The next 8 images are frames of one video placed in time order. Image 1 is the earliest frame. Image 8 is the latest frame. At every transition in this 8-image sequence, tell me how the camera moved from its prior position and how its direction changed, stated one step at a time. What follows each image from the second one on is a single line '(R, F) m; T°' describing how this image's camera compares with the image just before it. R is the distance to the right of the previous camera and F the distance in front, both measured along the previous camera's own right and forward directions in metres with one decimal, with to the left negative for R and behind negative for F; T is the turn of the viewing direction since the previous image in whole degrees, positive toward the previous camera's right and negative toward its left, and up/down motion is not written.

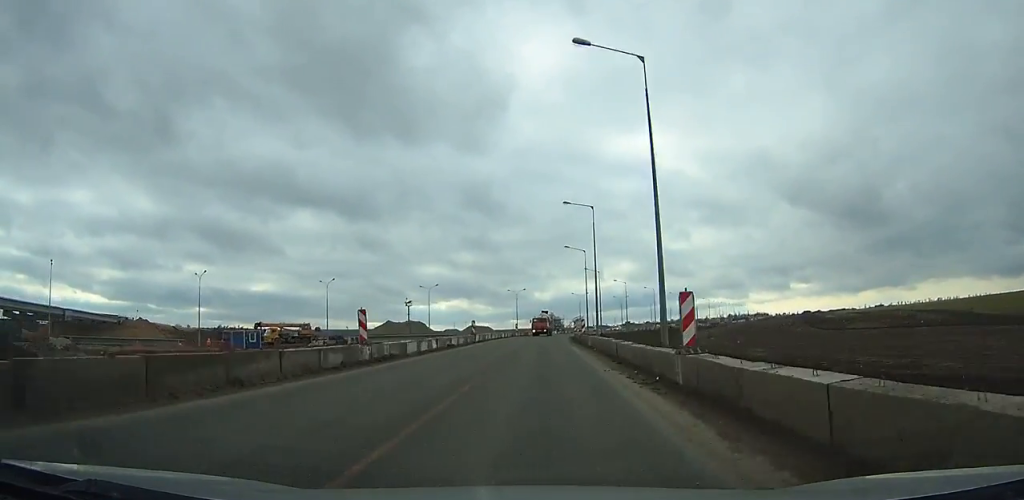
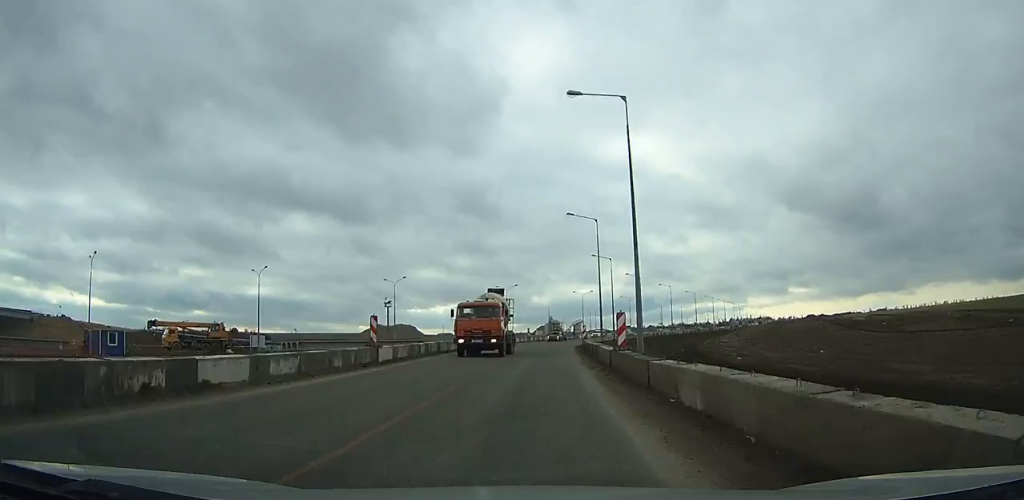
(0.0, +26.3) m; +1°
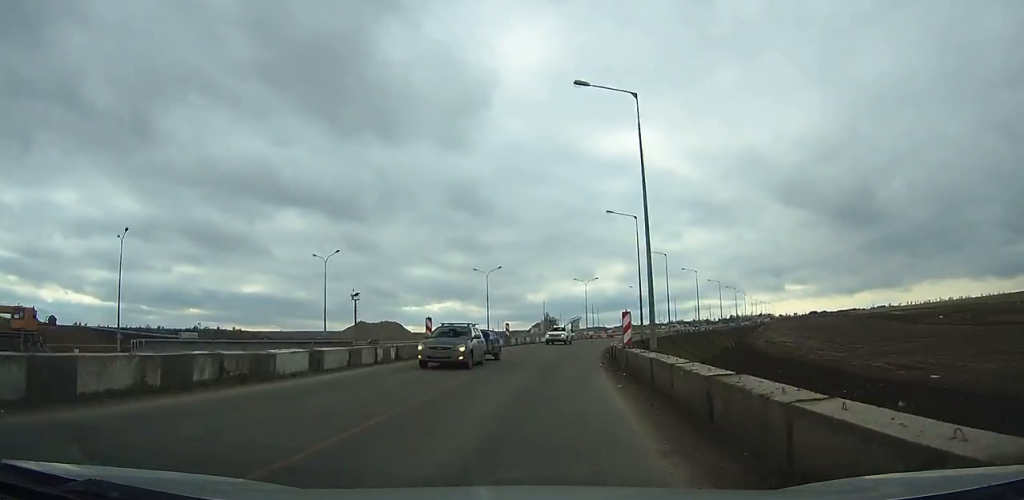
(+0.2, +30.1) m; +2°
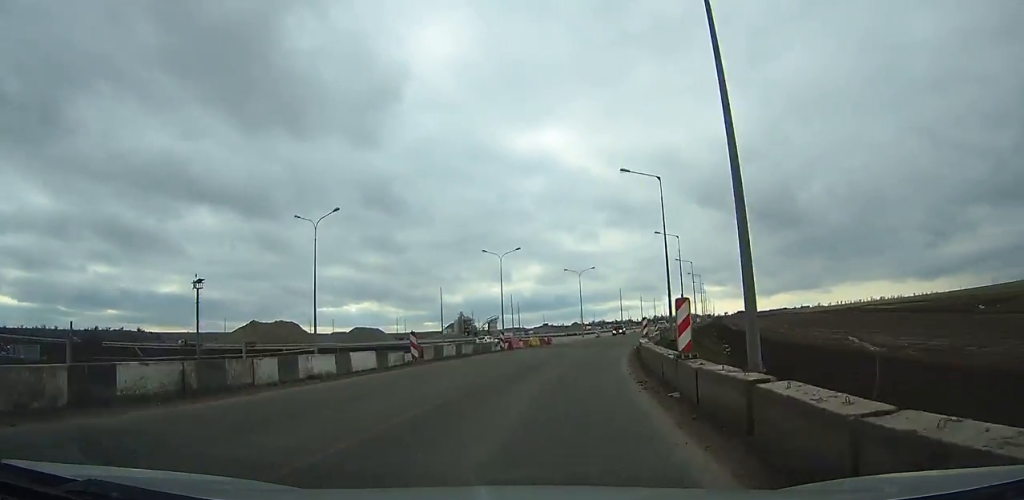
(+2.9, +44.8) m; +8°
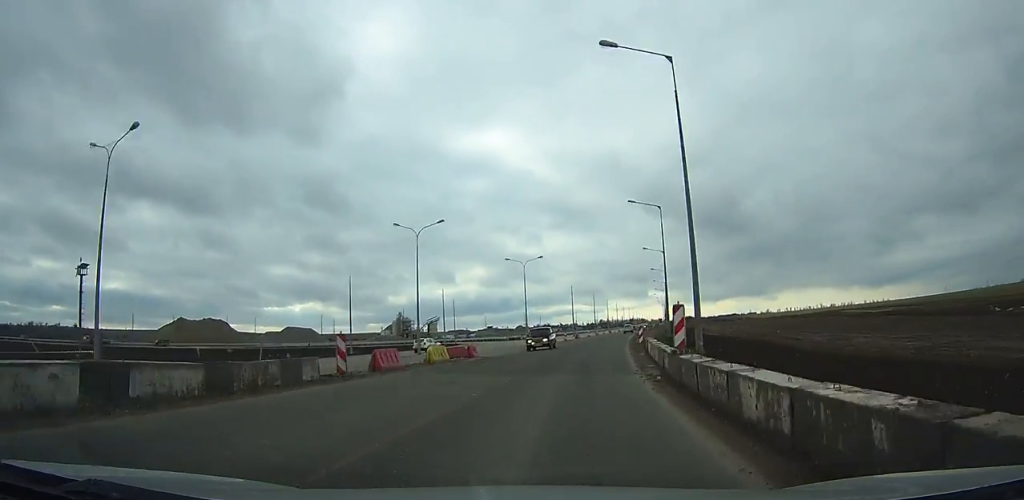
(+0.5, +20.8) m; +4°
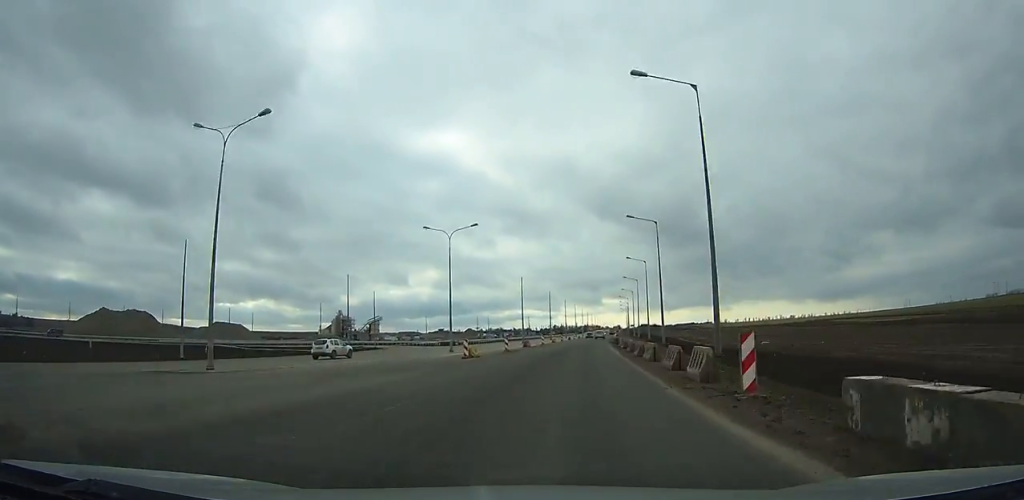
(+1.3, +28.7) m; +4°
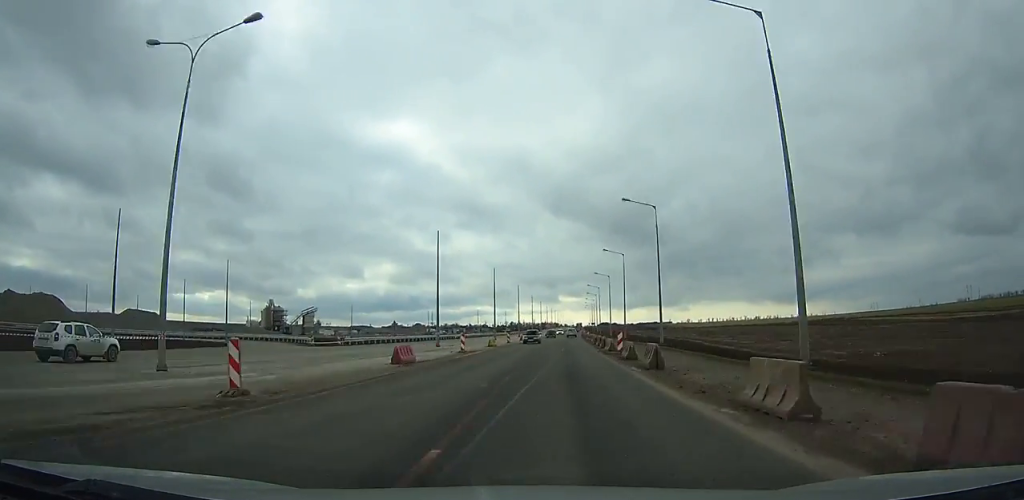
(+1.5, +39.2) m; +3°
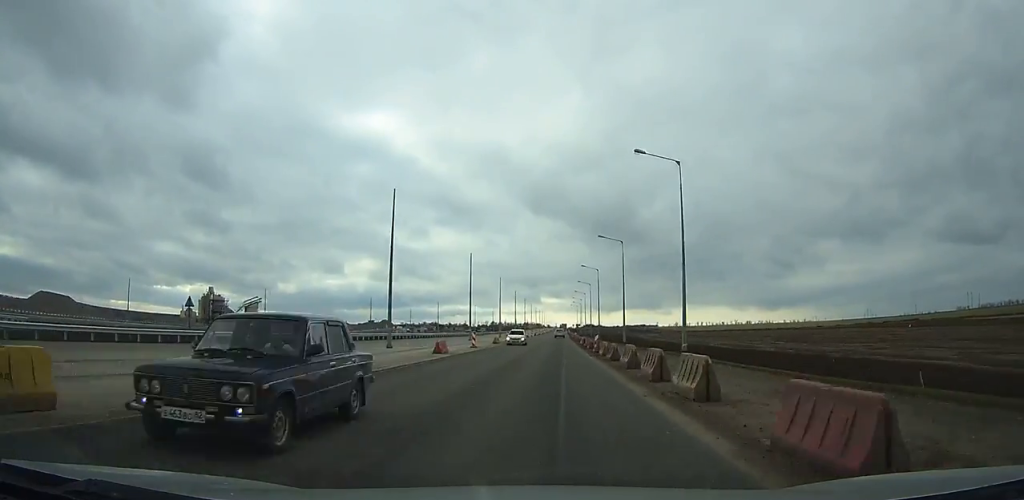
(+1.0, +47.0) m; +1°
